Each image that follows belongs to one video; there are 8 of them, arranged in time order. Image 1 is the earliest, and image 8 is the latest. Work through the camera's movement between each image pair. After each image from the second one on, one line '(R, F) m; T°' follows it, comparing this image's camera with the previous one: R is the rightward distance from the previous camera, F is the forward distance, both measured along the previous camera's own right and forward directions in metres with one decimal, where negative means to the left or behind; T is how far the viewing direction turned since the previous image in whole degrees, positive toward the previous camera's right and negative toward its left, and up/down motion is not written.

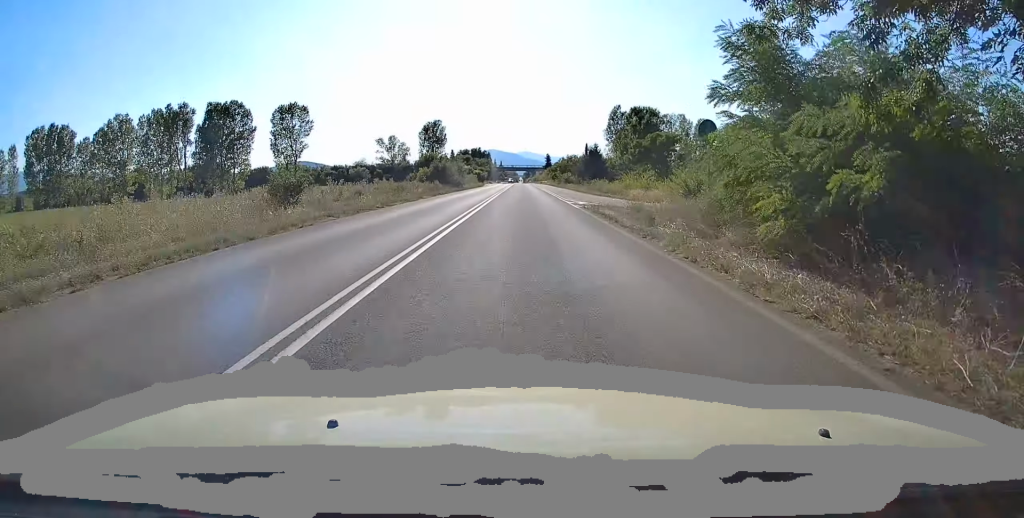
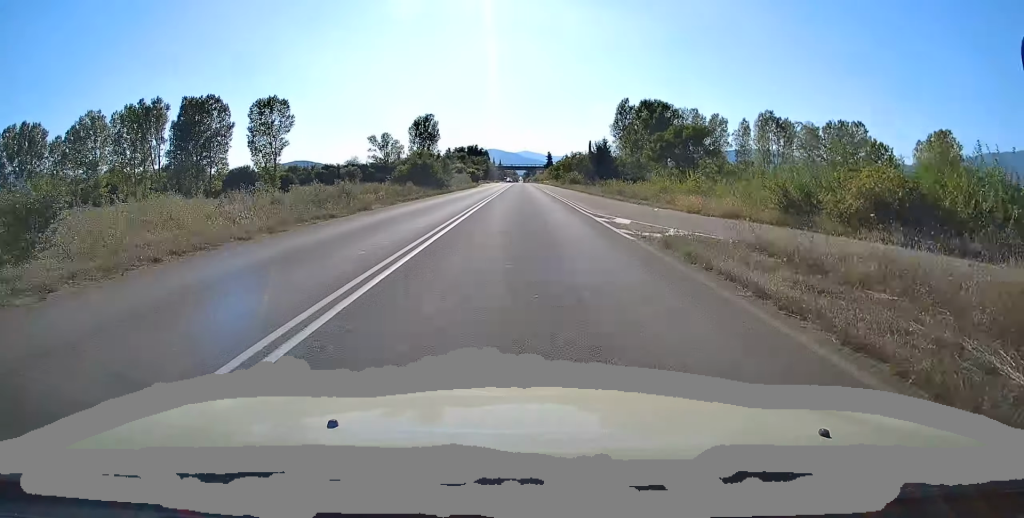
(+0.3, +13.4) m; 0°
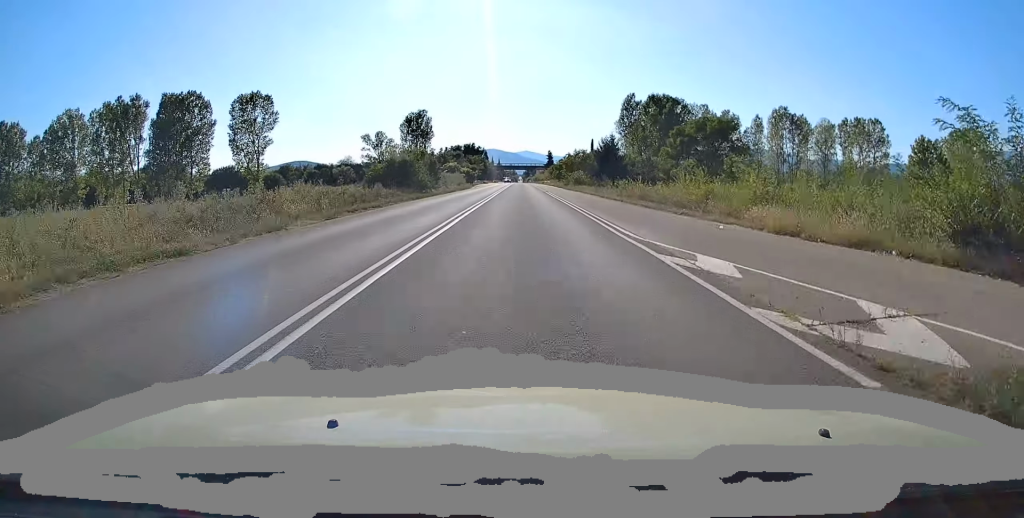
(0.0, +9.5) m; 0°
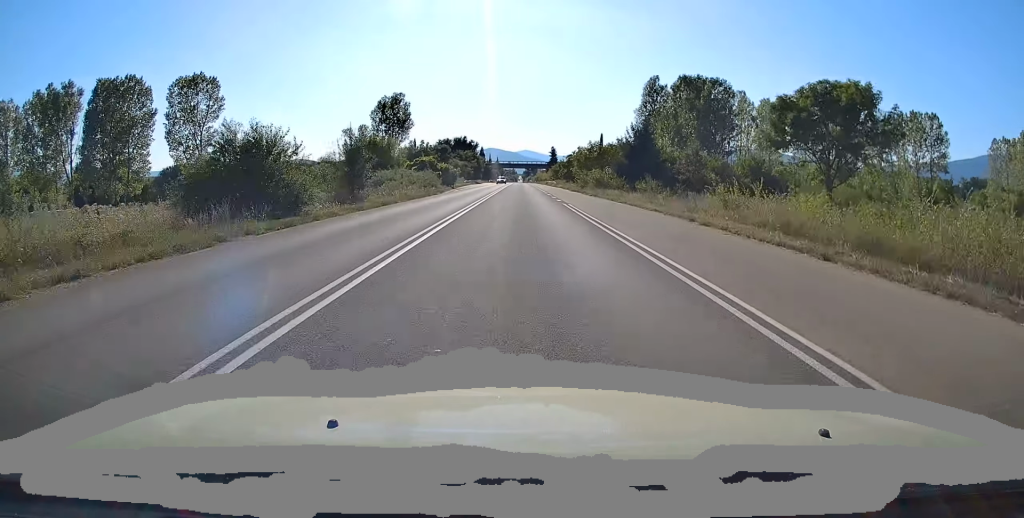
(-0.2, +26.0) m; 0°
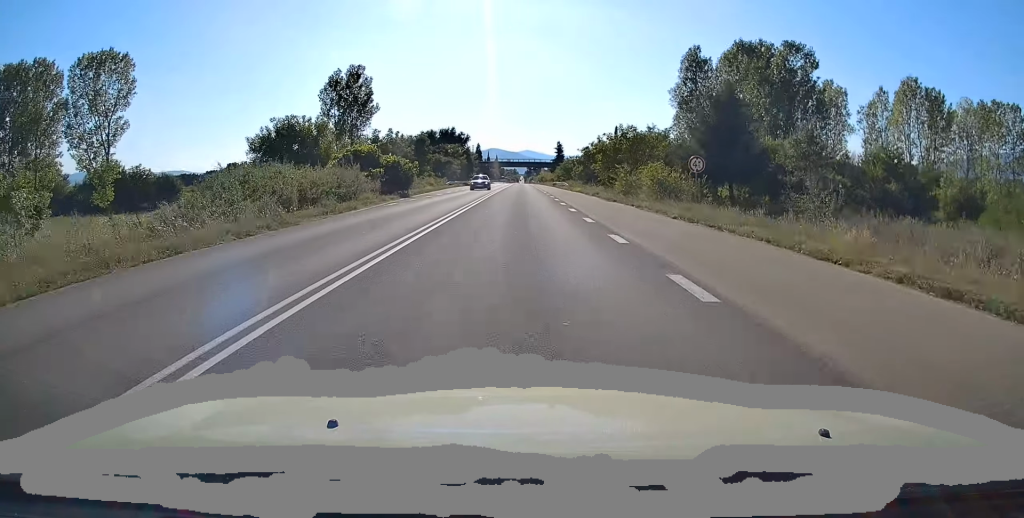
(+0.3, +28.3) m; 0°
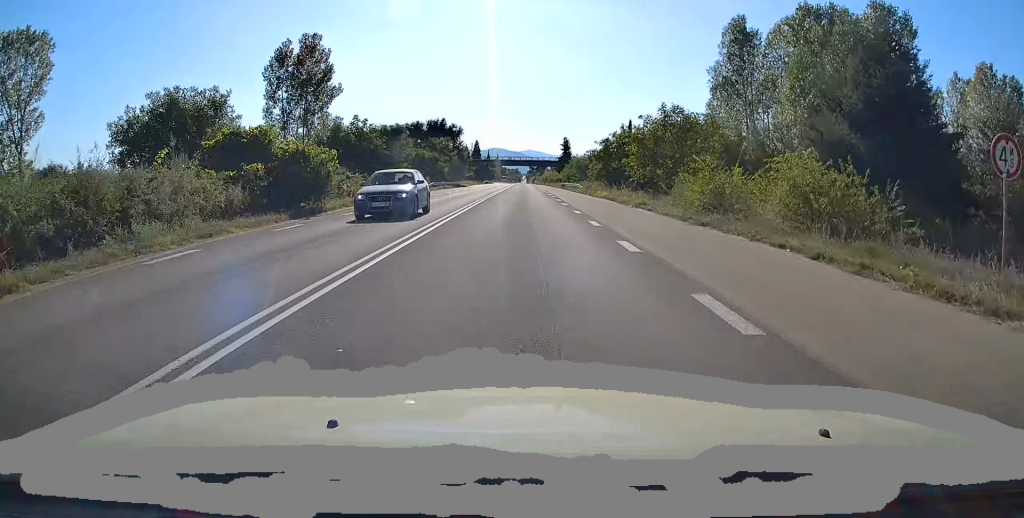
(-0.1, +18.8) m; -1°
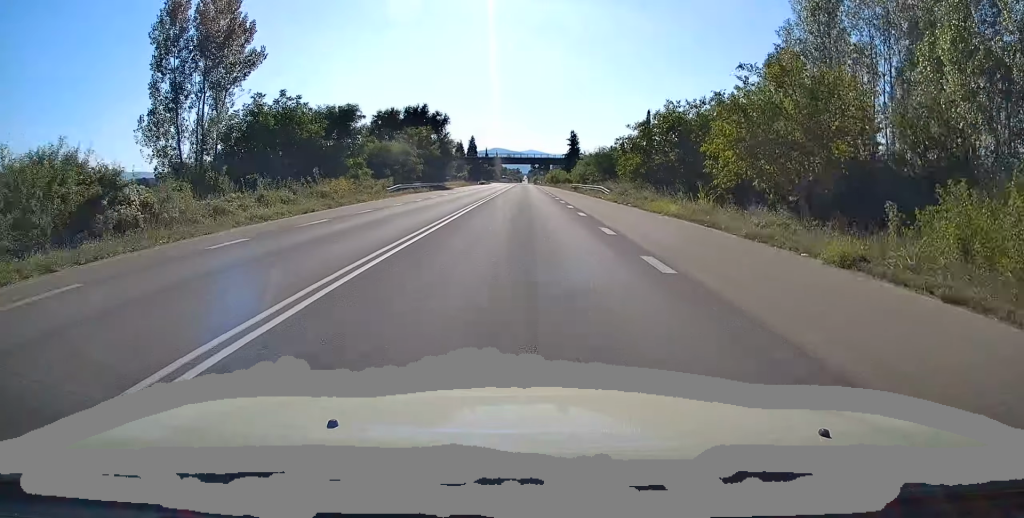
(-0.3, +21.1) m; 0°
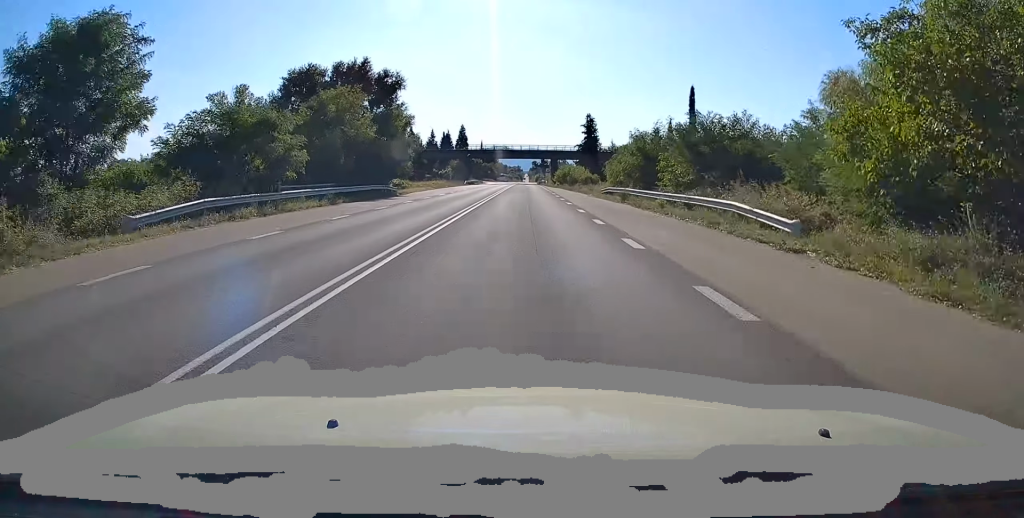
(+0.5, +33.2) m; +1°
